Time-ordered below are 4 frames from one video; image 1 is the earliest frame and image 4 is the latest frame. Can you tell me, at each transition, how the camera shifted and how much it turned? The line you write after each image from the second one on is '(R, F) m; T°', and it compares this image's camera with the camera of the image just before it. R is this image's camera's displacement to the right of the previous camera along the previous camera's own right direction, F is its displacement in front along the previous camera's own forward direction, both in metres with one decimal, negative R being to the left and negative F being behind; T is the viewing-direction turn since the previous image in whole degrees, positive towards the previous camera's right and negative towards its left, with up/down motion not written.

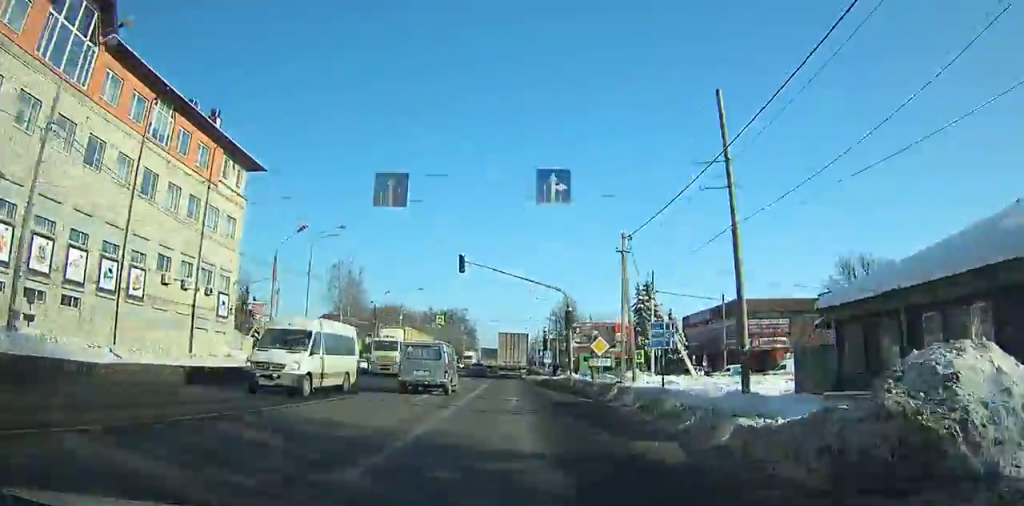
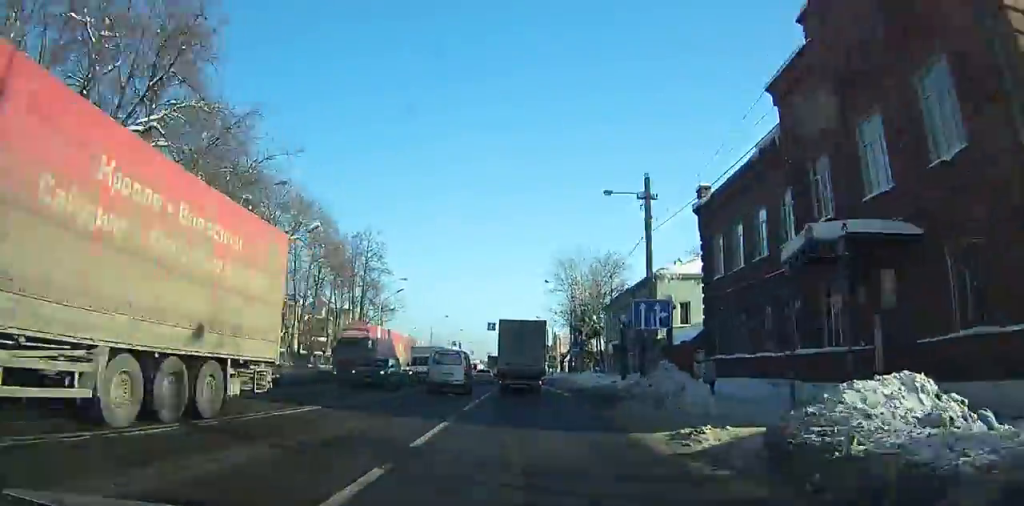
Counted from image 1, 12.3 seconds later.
(+13.7, +191.6) m; +1°
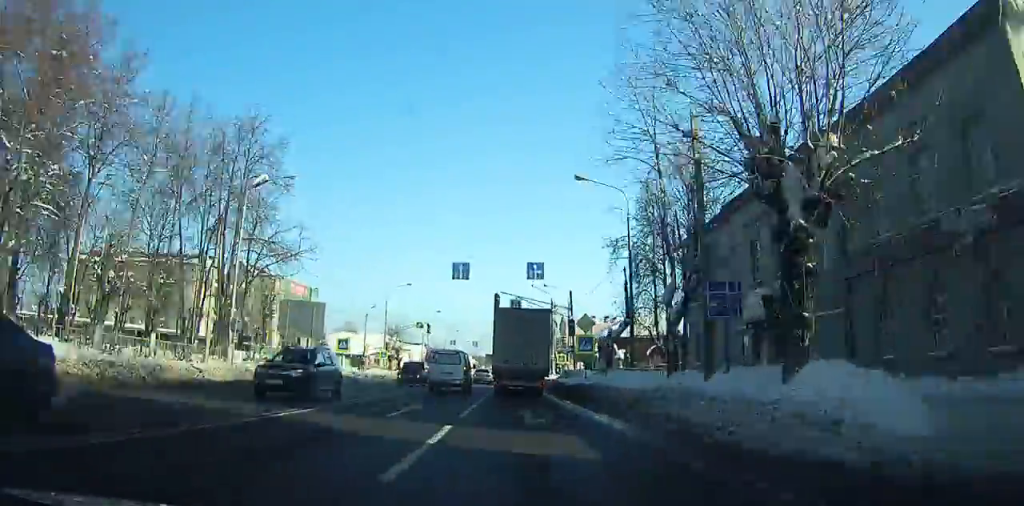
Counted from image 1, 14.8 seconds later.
(-0.9, +33.4) m; -1°
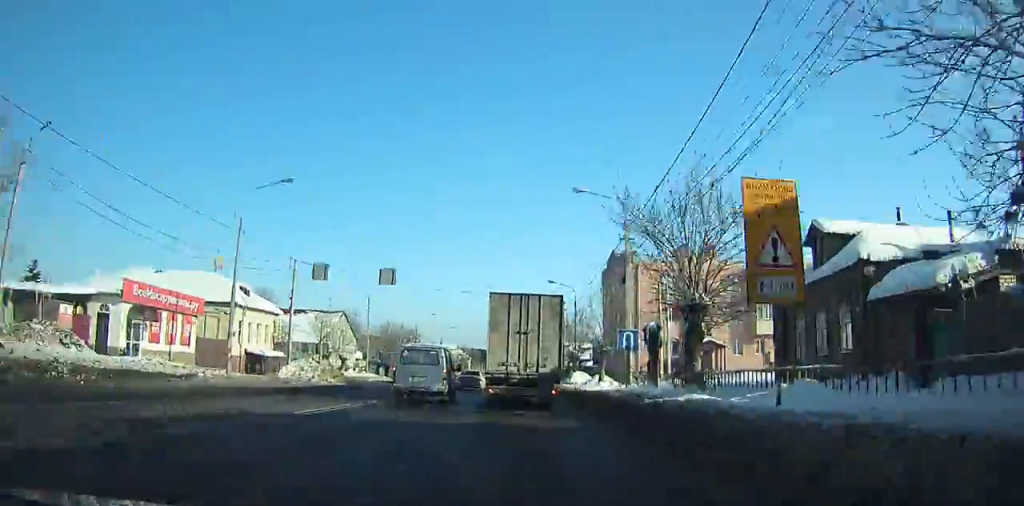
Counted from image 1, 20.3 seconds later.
(+2.5, +65.5) m; +4°
